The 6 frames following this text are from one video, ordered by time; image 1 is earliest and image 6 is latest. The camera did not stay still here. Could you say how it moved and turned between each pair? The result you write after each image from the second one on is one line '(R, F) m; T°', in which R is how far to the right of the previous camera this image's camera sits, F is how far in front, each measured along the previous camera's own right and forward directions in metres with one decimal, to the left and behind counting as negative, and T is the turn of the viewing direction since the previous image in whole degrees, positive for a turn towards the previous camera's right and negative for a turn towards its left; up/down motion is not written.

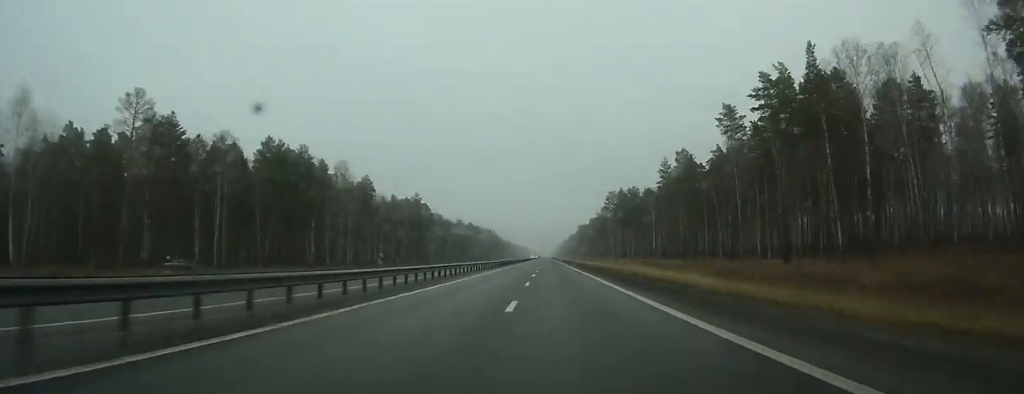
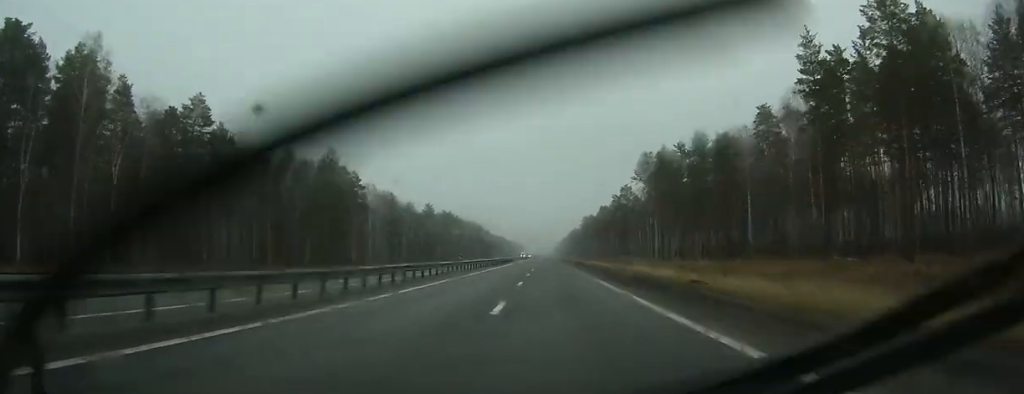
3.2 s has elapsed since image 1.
(+0.4, +97.3) m; 0°
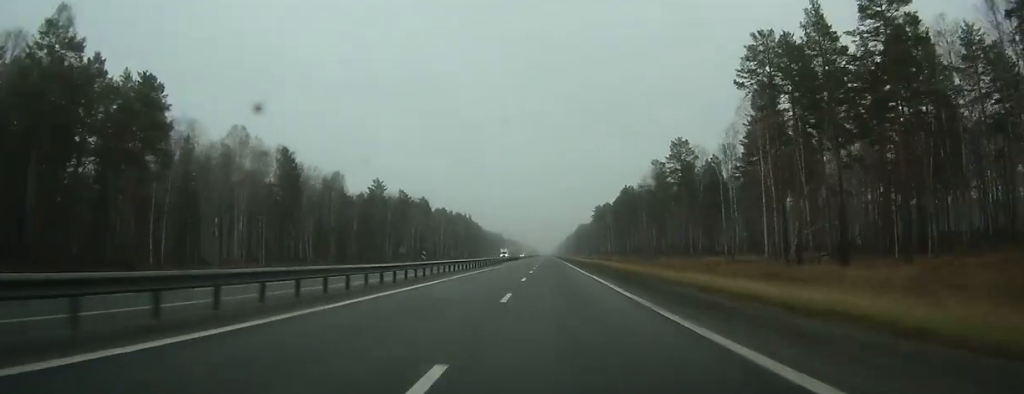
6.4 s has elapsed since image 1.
(-0.4, +95.0) m; 0°
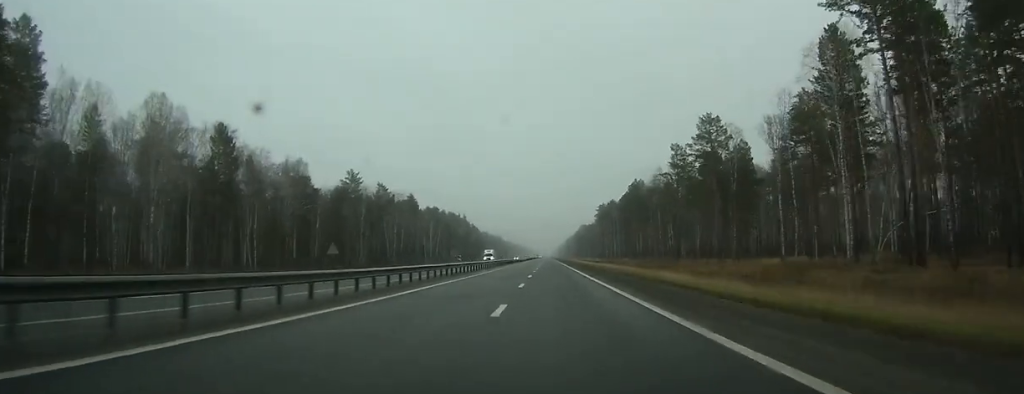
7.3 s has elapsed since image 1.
(0.0, +27.4) m; 0°
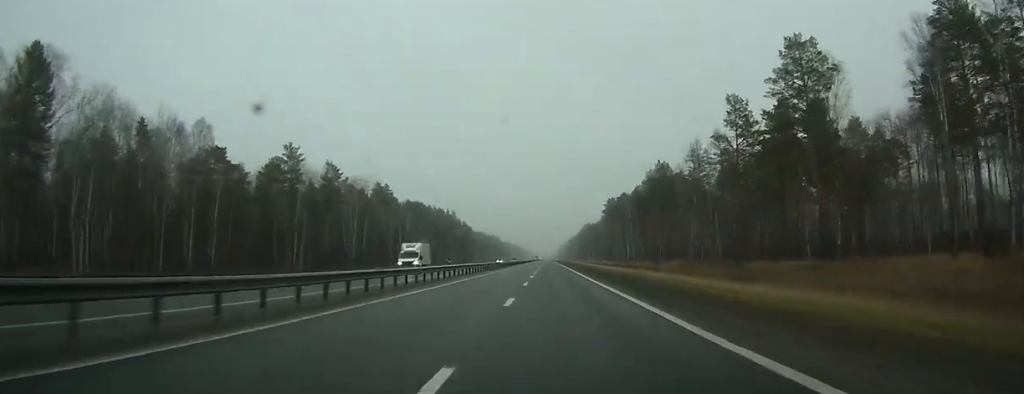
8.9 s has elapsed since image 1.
(0.0, +44.9) m; 0°
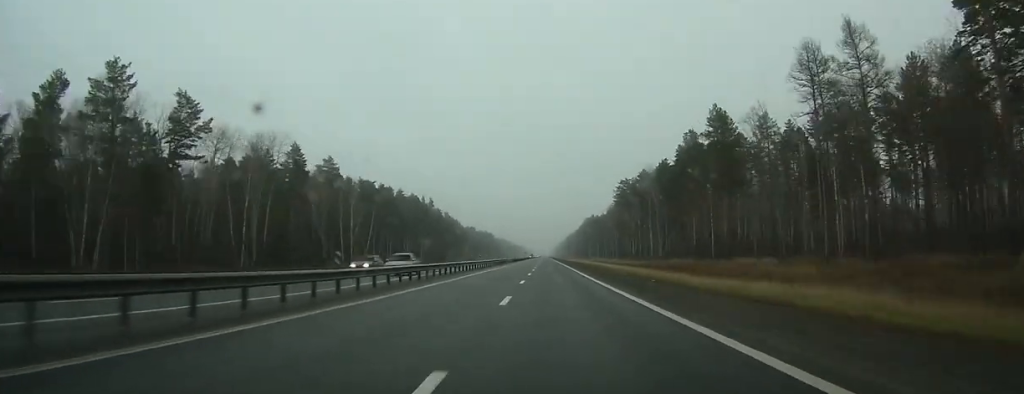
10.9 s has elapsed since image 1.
(0.0, +60.5) m; 0°
